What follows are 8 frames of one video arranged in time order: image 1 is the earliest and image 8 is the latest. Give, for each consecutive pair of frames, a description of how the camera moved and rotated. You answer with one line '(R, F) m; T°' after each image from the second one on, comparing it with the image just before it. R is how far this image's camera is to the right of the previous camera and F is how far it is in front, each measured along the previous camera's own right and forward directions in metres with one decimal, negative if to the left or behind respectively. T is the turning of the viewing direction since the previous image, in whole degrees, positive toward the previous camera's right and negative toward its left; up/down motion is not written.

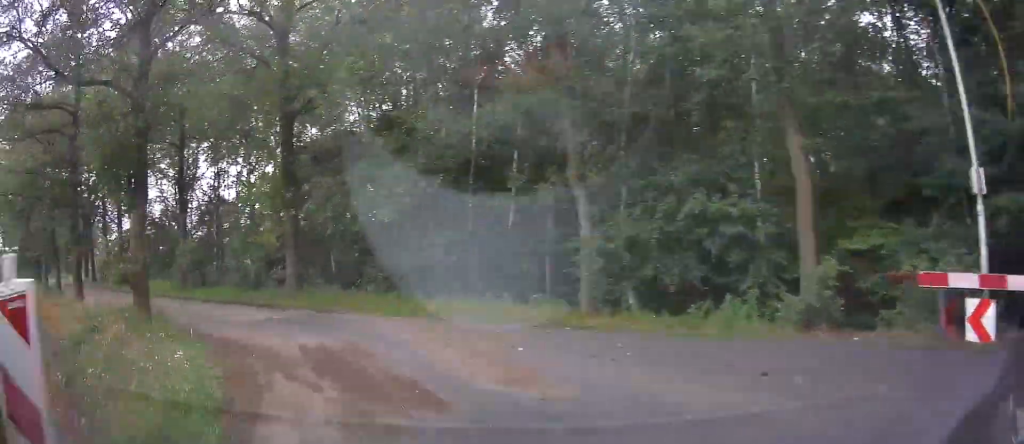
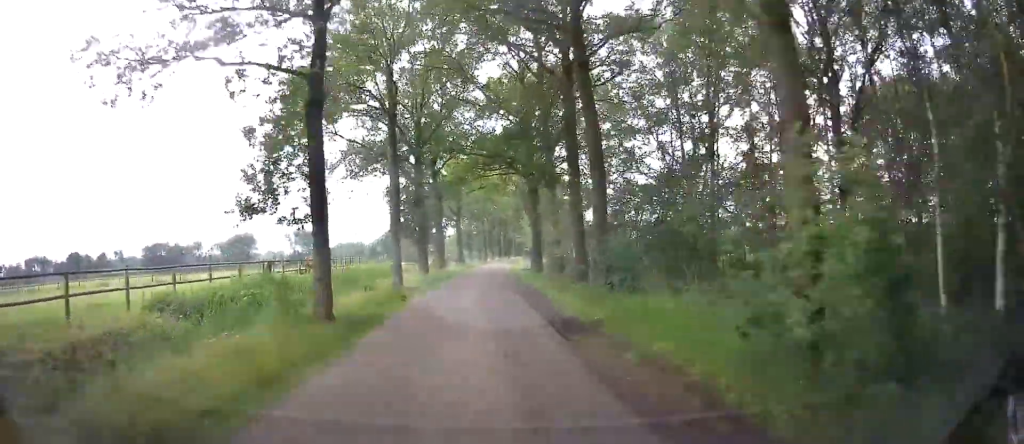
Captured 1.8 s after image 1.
(-11.6, +19.3) m; -48°
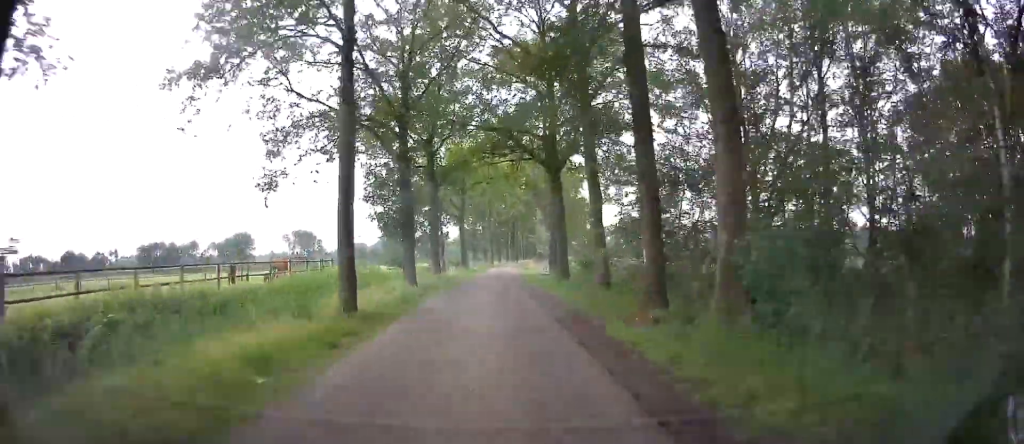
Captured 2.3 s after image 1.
(-0.7, +7.9) m; -6°
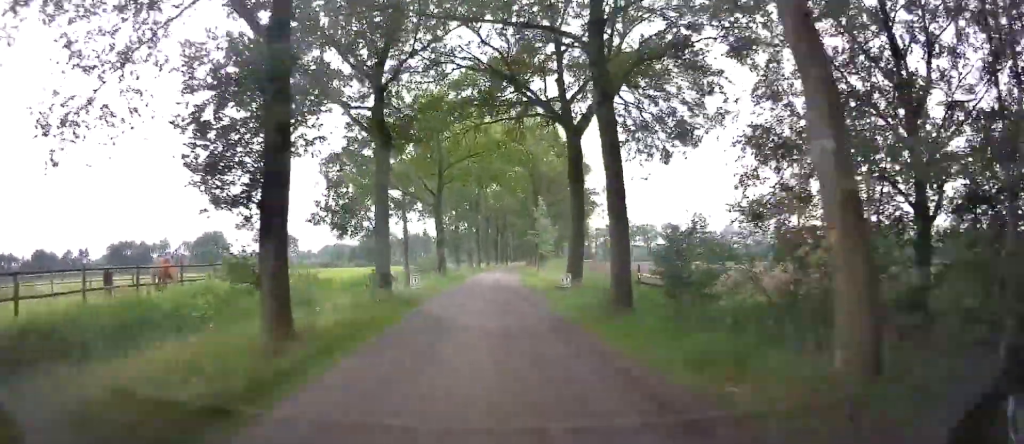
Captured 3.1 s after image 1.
(-0.6, +12.0) m; -4°
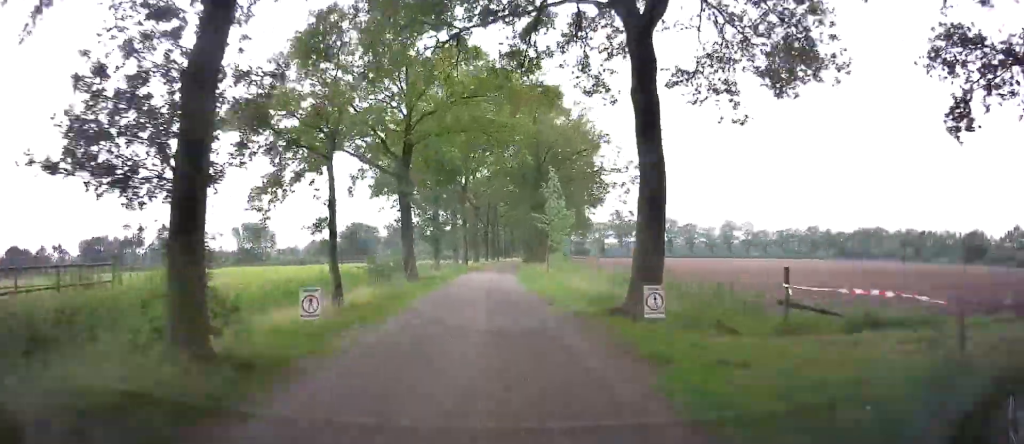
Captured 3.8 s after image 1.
(-0.3, +10.7) m; 0°
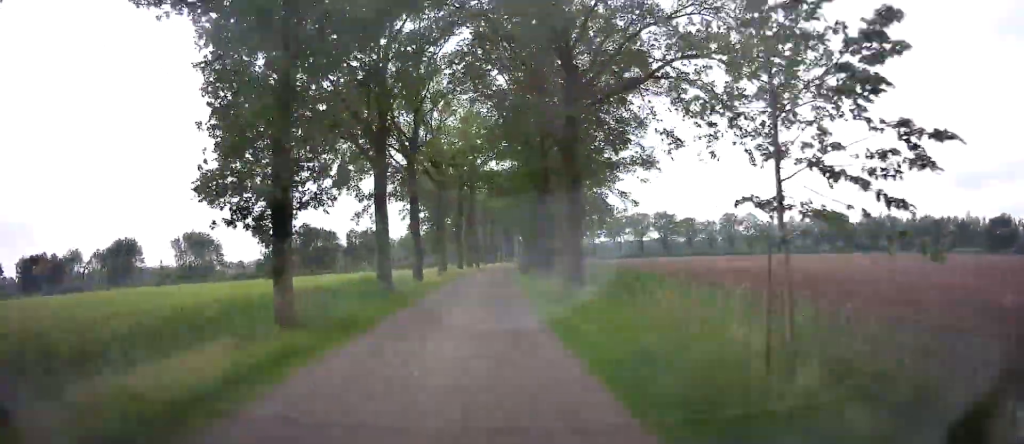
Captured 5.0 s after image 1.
(+0.4, +22.9) m; -2°
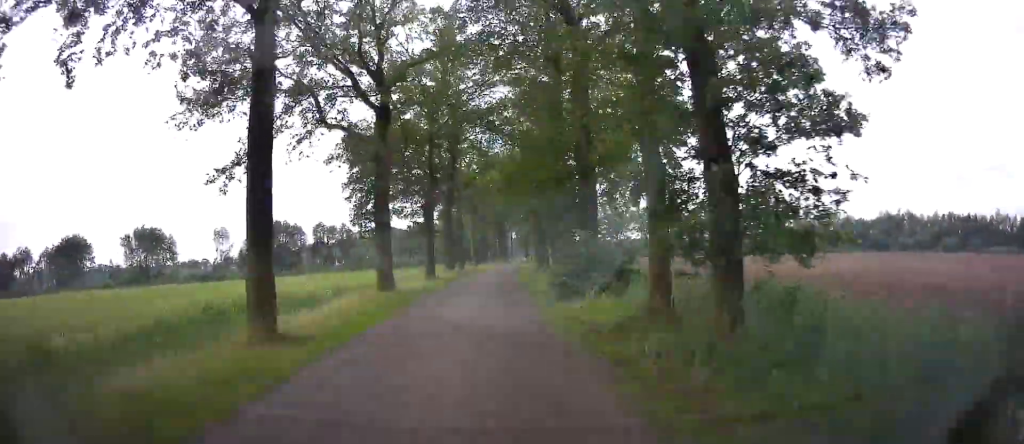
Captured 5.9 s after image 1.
(-1.2, +20.0) m; +2°
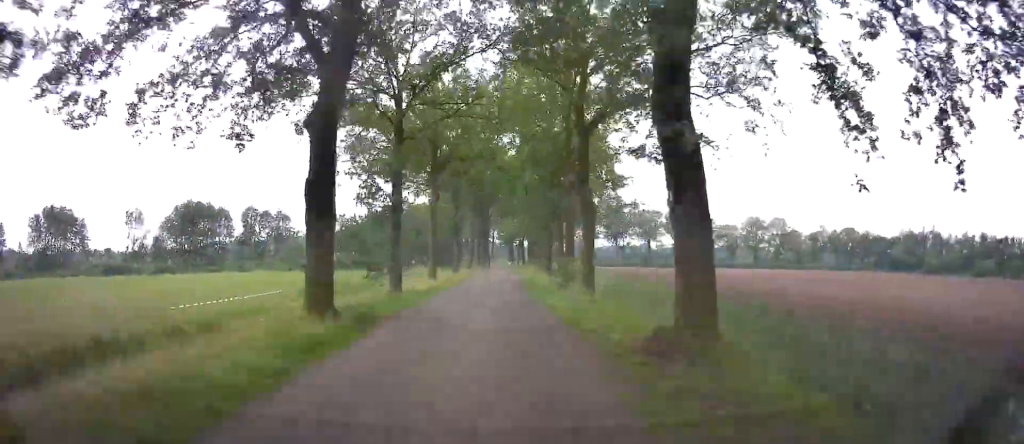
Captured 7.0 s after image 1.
(+2.2, +27.7) m; +4°
